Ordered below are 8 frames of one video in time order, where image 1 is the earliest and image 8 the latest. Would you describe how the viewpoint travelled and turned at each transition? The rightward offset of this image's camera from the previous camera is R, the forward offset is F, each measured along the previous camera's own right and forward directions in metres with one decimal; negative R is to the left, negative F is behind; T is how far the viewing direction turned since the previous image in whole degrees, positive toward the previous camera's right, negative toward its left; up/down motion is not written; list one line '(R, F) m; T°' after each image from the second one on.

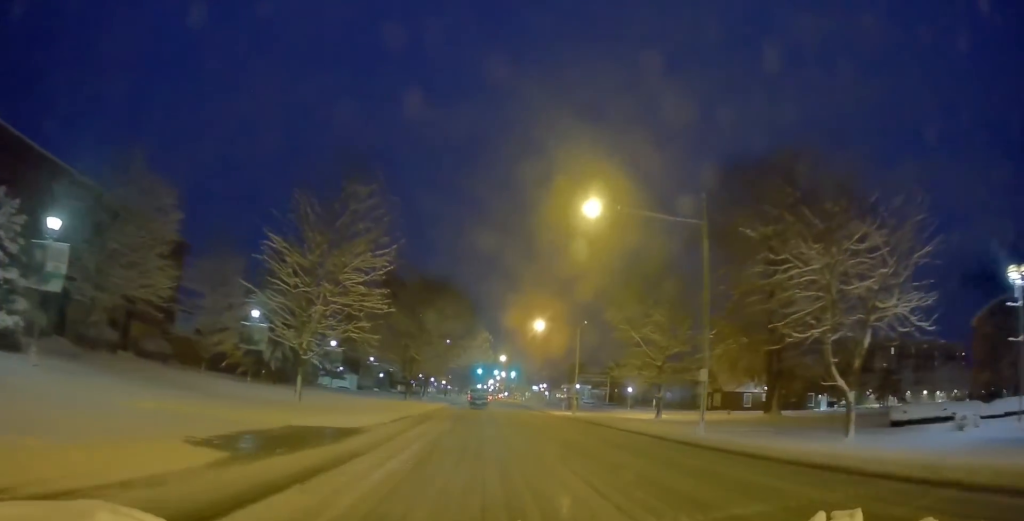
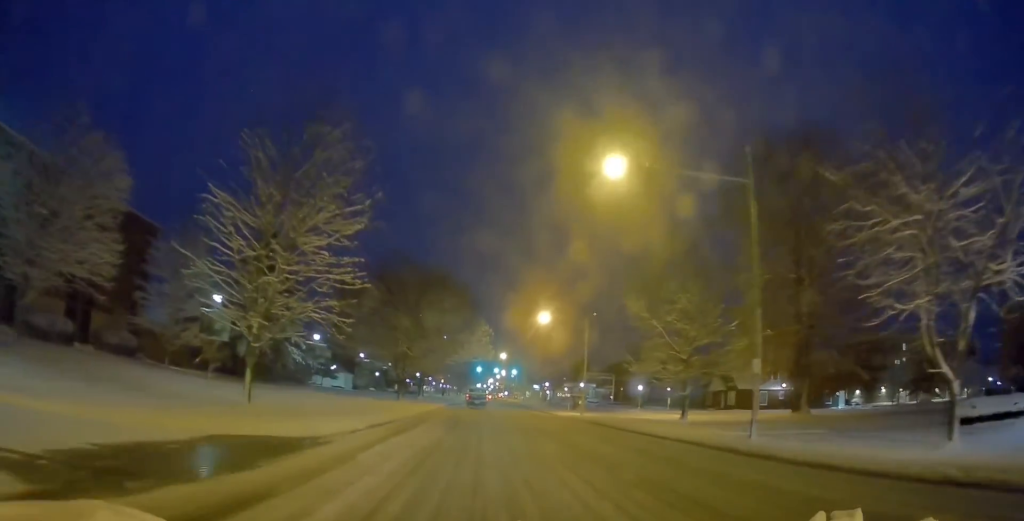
(0.0, +5.0) m; 0°
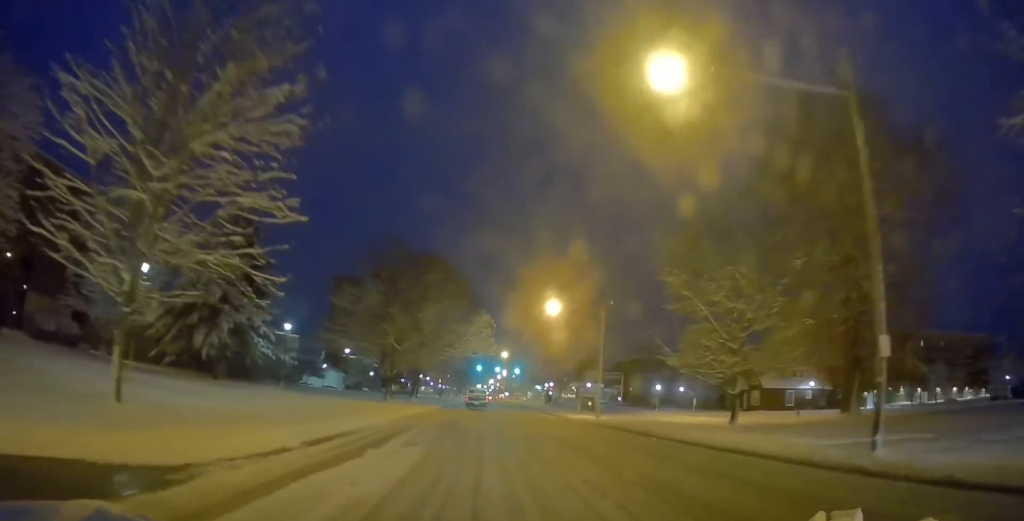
(0.0, +6.9) m; 0°
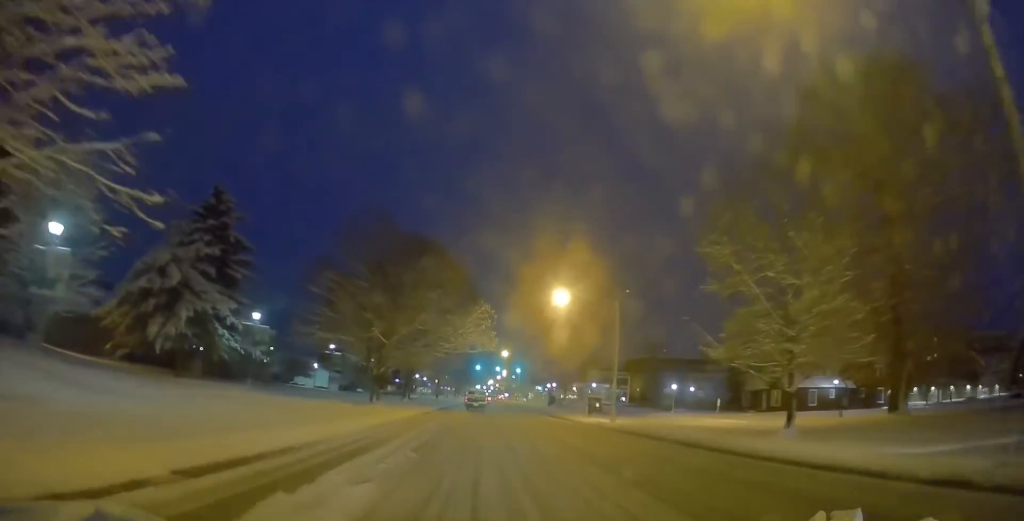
(0.0, +5.4) m; 0°
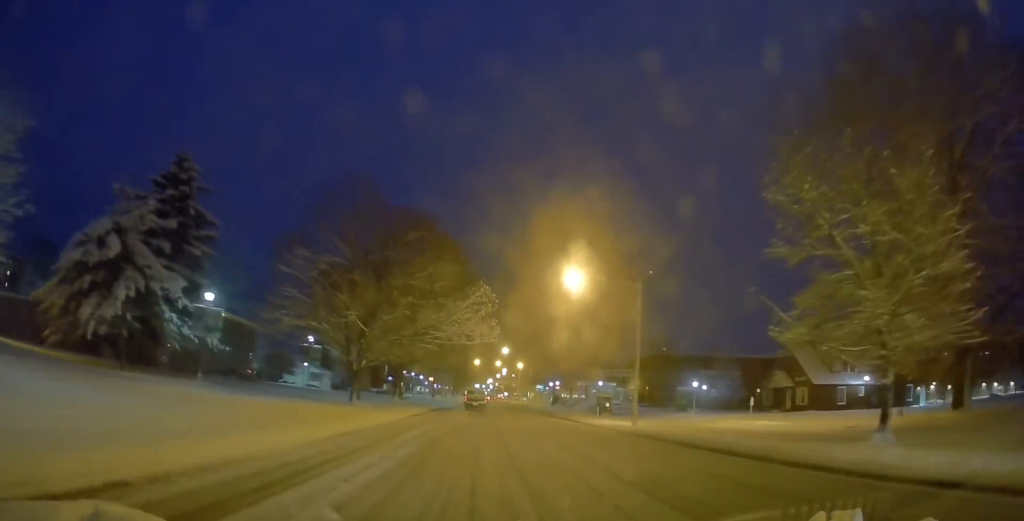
(0.0, +6.1) m; 0°
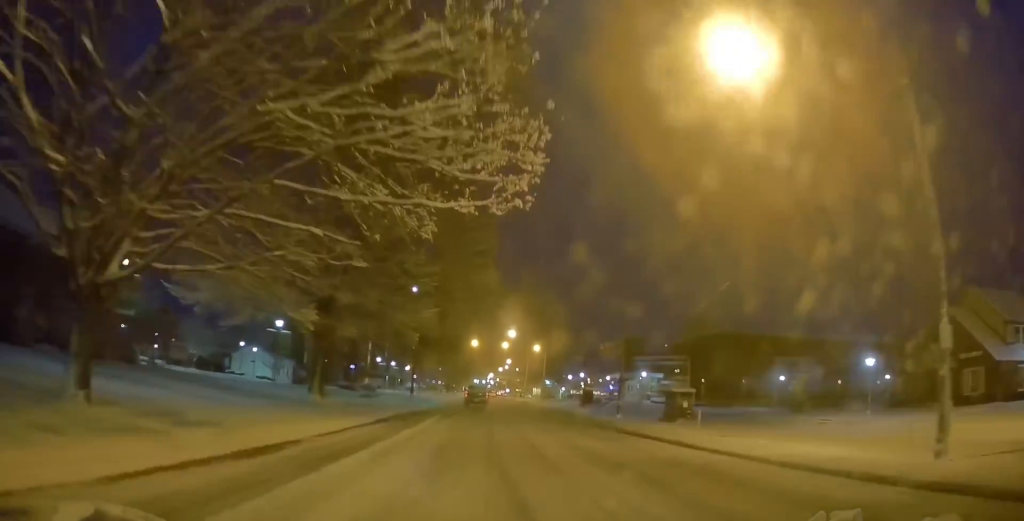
(0.0, +25.6) m; 0°
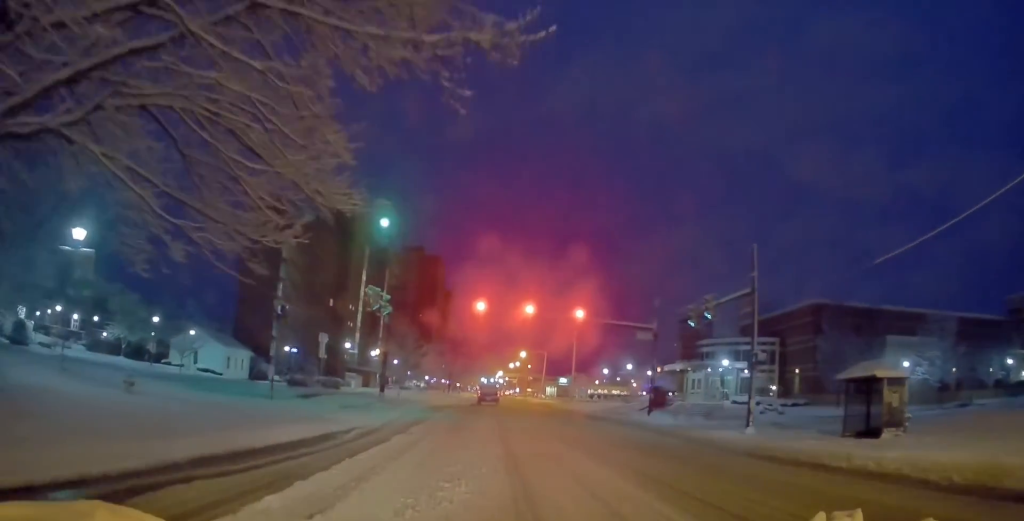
(-0.5, +24.1) m; -2°
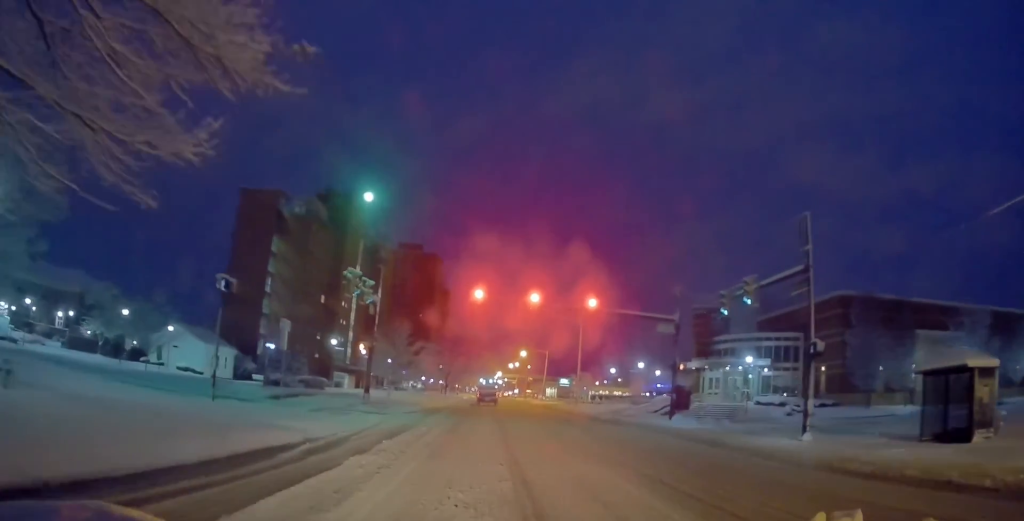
(-0.1, +5.8) m; +1°
